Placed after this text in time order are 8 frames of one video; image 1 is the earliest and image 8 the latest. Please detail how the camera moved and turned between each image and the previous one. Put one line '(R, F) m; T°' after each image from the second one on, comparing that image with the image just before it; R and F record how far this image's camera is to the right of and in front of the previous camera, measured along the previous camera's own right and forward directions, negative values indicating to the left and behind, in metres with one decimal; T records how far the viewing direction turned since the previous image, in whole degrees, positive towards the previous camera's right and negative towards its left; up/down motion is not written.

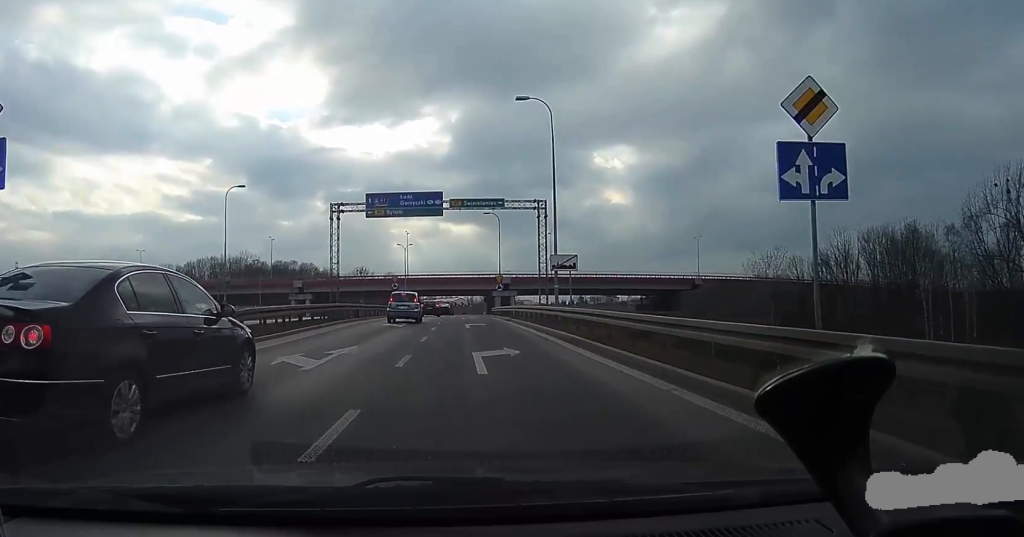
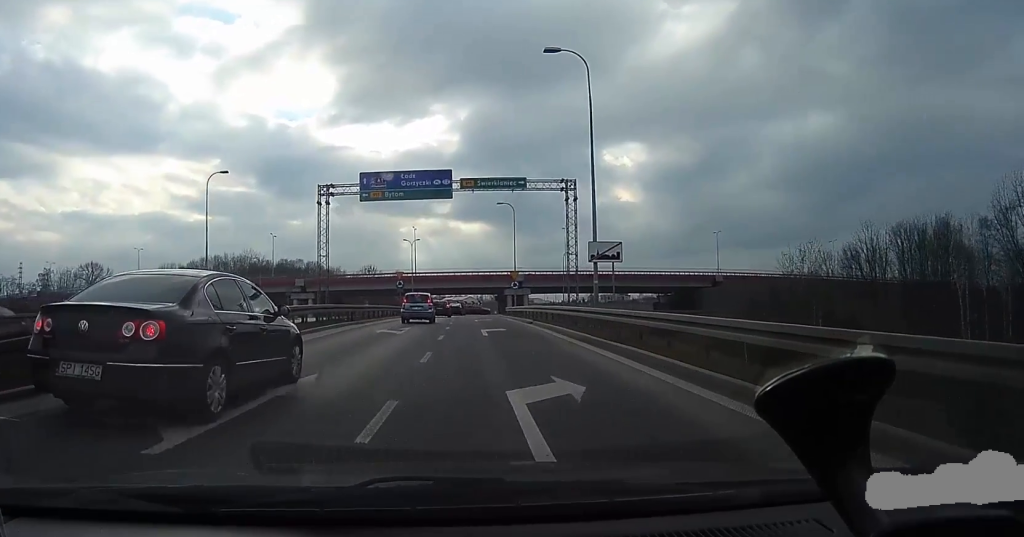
(-0.6, +5.3) m; -1°
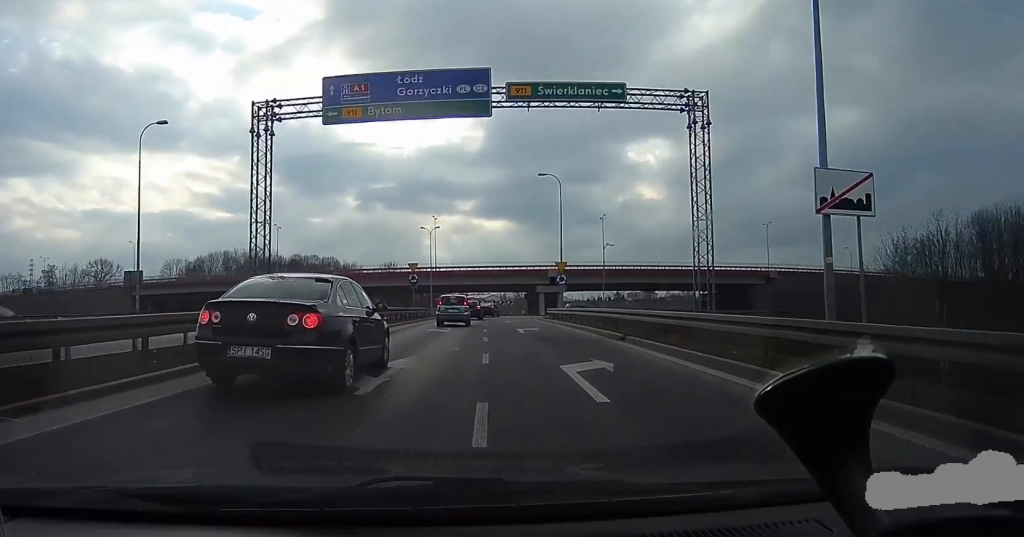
(+0.3, +12.1) m; -3°
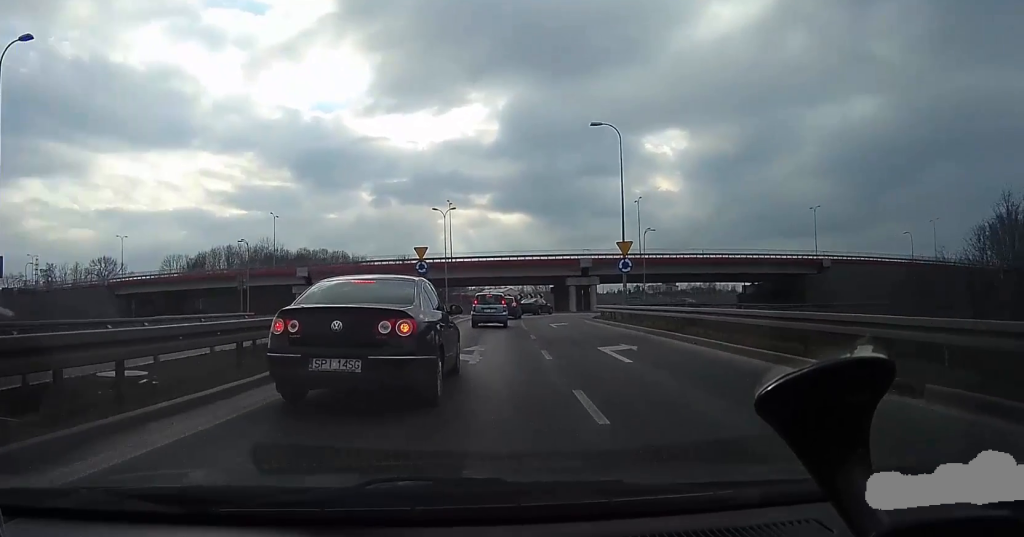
(-0.9, +11.2) m; 0°
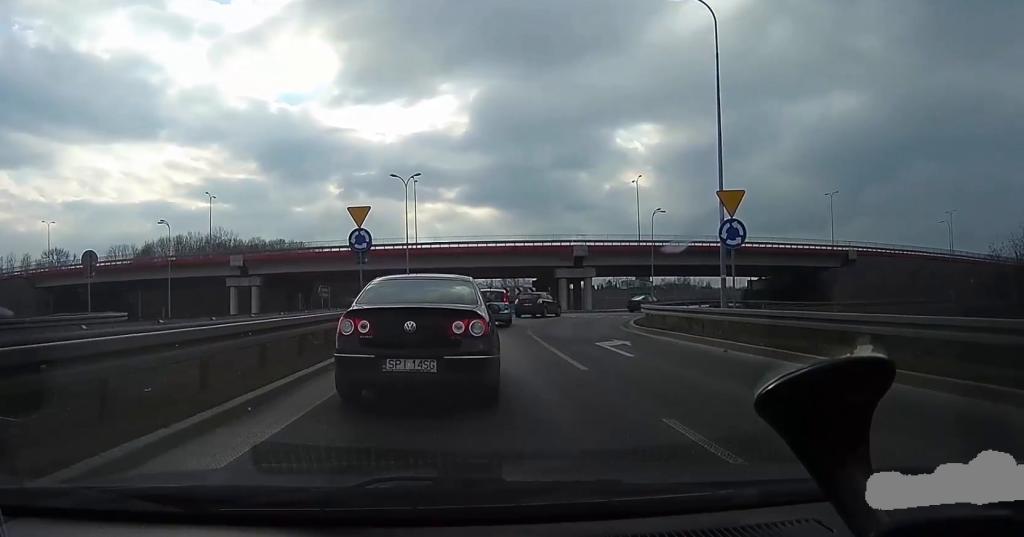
(+1.5, +14.5) m; +8°
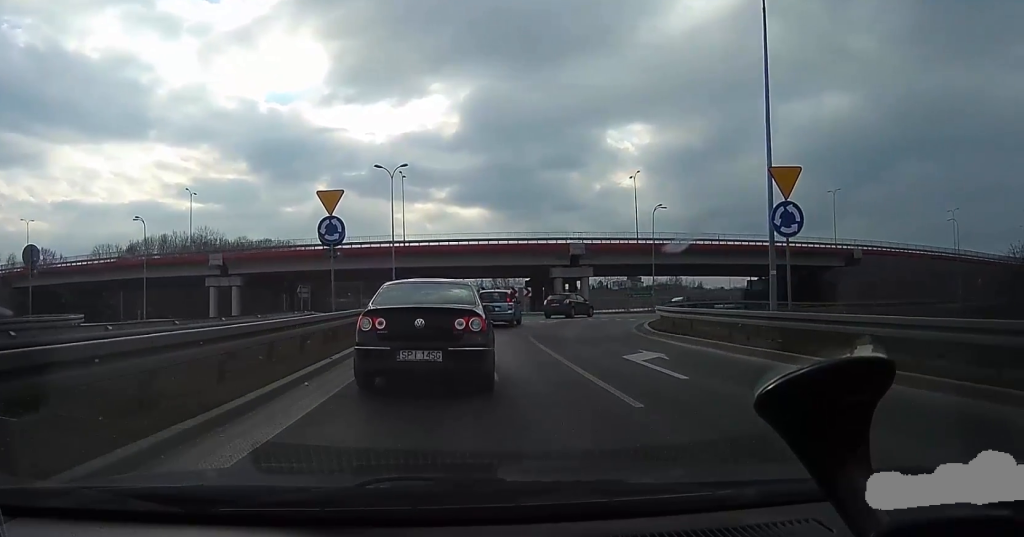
(+0.2, +3.2) m; +1°
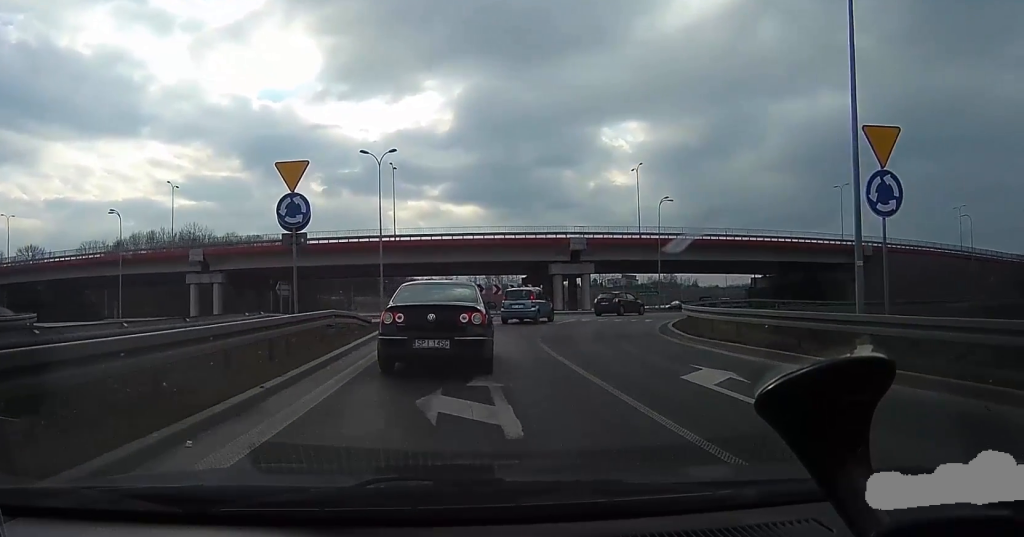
(-0.6, +3.5) m; 0°
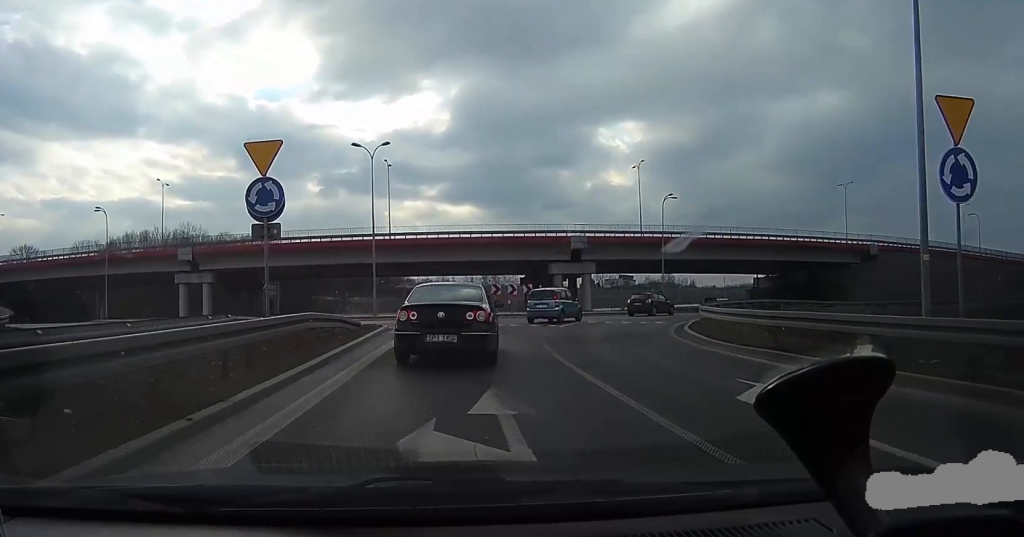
(+0.5, +1.9) m; -1°
